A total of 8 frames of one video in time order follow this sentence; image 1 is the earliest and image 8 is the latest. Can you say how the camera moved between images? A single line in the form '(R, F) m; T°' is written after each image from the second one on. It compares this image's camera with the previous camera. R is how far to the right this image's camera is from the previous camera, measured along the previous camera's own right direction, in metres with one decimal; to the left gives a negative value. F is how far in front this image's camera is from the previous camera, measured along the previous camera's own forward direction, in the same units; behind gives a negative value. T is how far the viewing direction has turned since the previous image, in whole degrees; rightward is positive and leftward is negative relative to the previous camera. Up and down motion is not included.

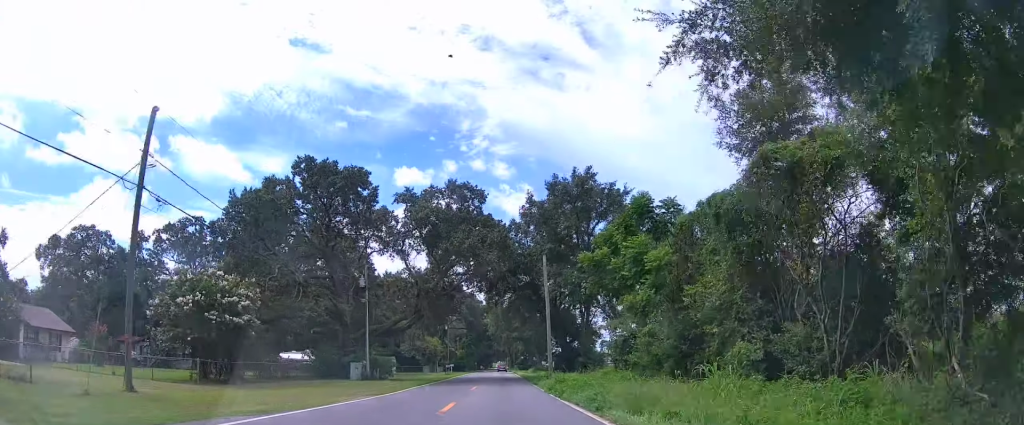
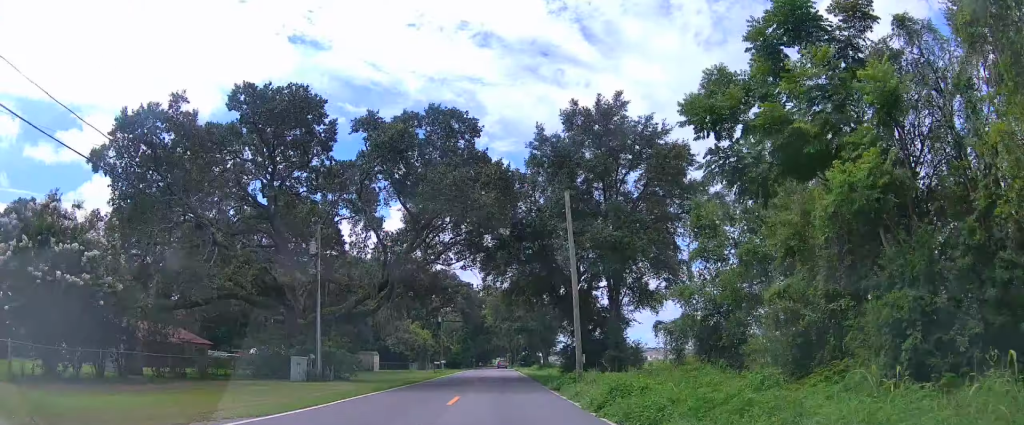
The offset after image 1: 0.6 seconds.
(+0.1, +11.3) m; 0°
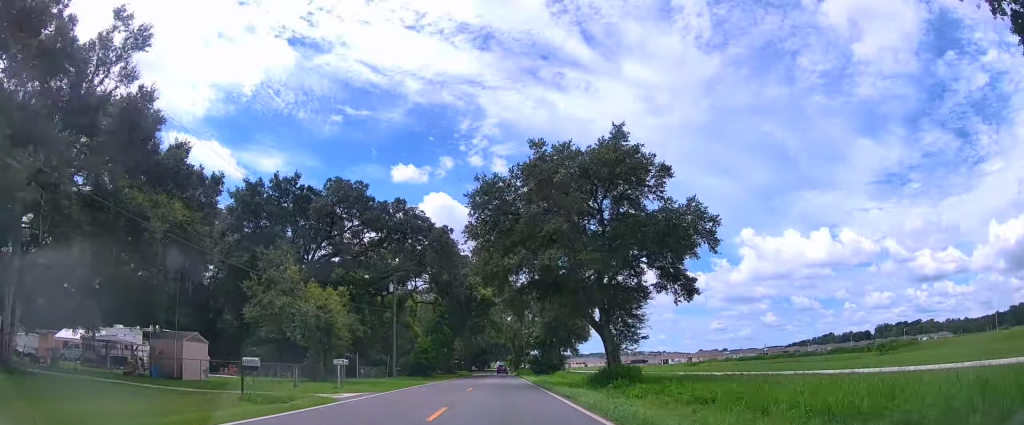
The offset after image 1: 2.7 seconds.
(-1.1, +39.1) m; -1°
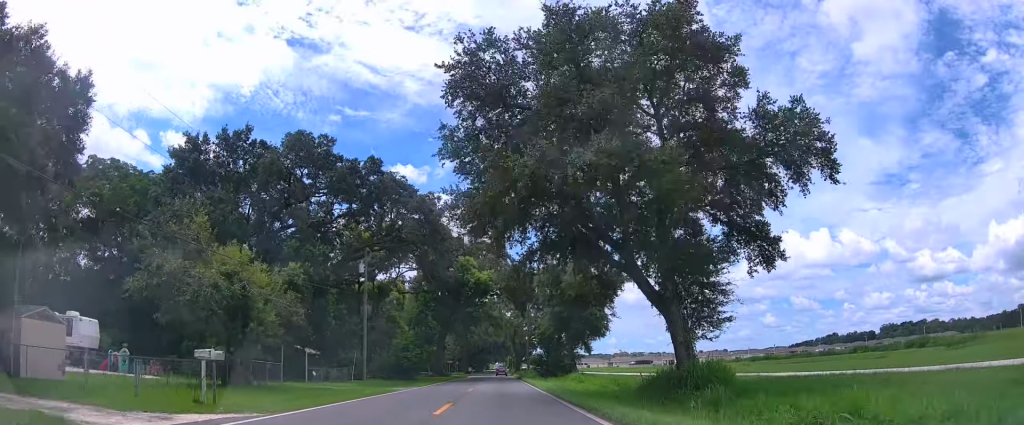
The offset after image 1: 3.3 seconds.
(-0.1, +13.1) m; +1°
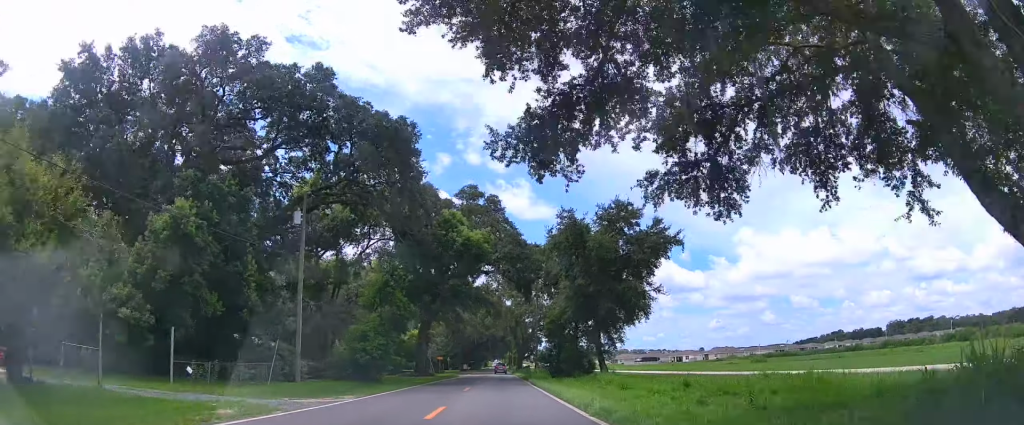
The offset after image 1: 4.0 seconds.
(+0.4, +15.5) m; 0°
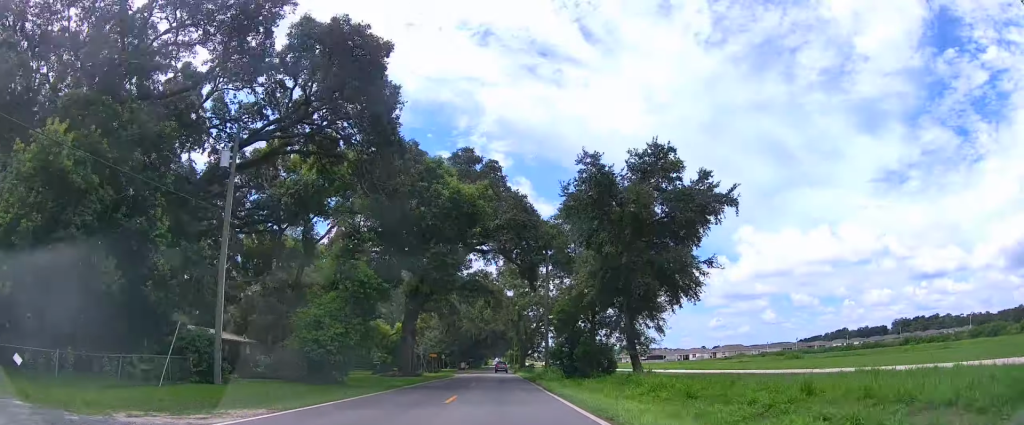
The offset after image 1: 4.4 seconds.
(+0.2, +9.5) m; 0°
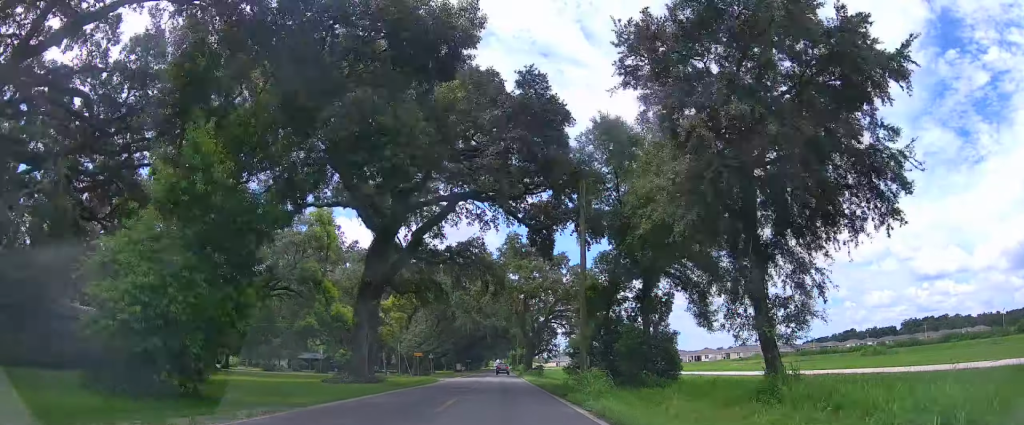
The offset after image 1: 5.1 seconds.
(-0.4, +15.0) m; -1°
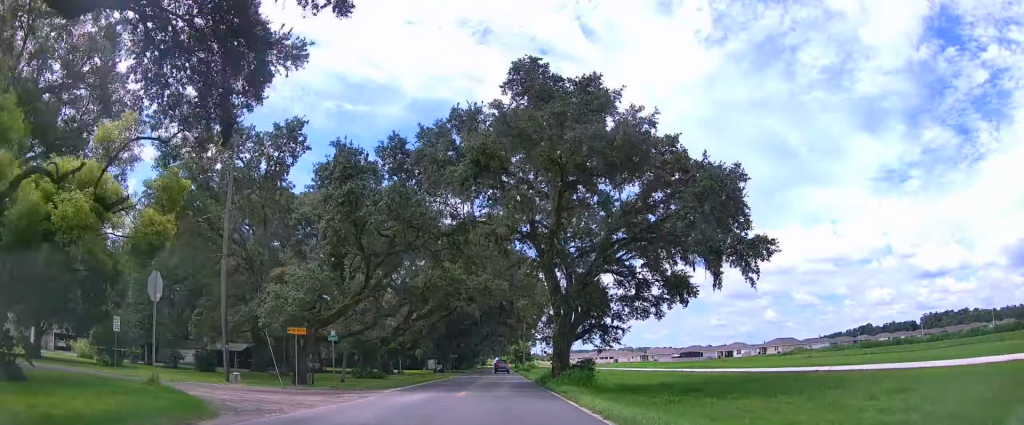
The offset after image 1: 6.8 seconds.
(-0.4, +36.1) m; 0°
